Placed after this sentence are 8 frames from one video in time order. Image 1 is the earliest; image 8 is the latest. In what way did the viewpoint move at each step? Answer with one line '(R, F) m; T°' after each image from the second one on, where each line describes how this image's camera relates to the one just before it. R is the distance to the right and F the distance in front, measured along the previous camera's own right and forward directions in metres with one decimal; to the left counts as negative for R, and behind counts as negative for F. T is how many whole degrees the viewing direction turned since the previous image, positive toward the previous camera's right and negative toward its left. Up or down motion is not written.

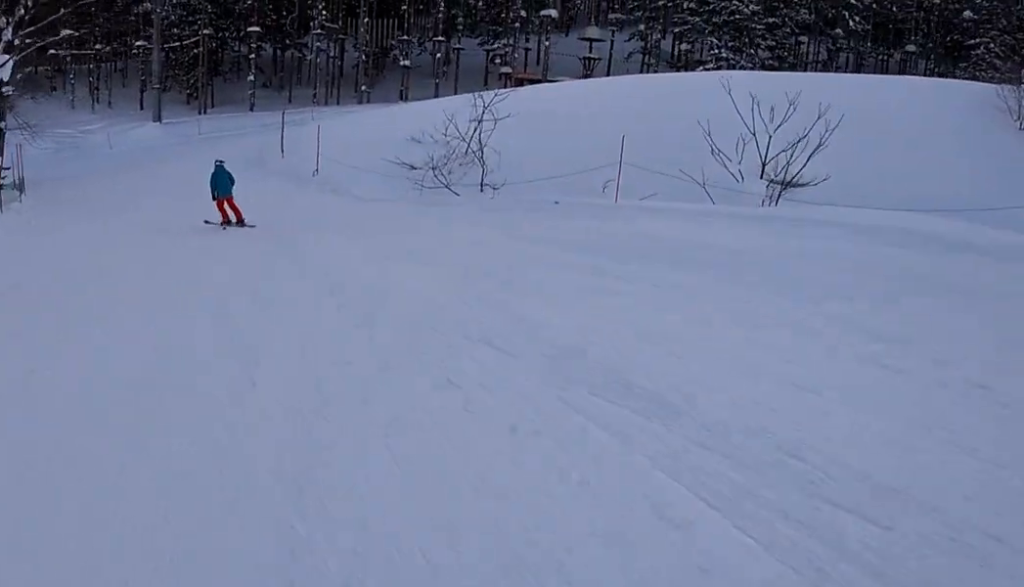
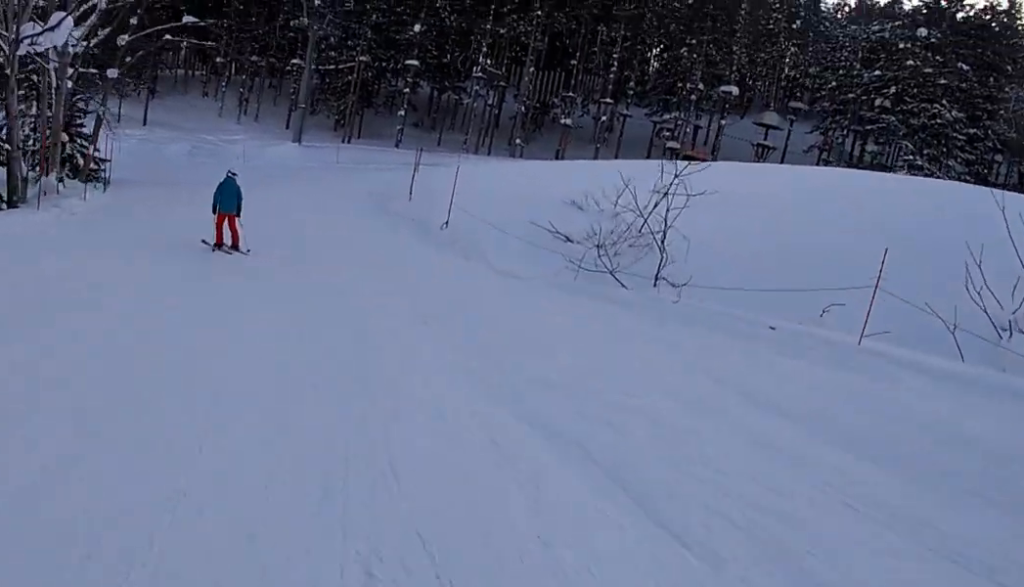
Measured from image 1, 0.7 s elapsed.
(-0.3, +5.3) m; -5°
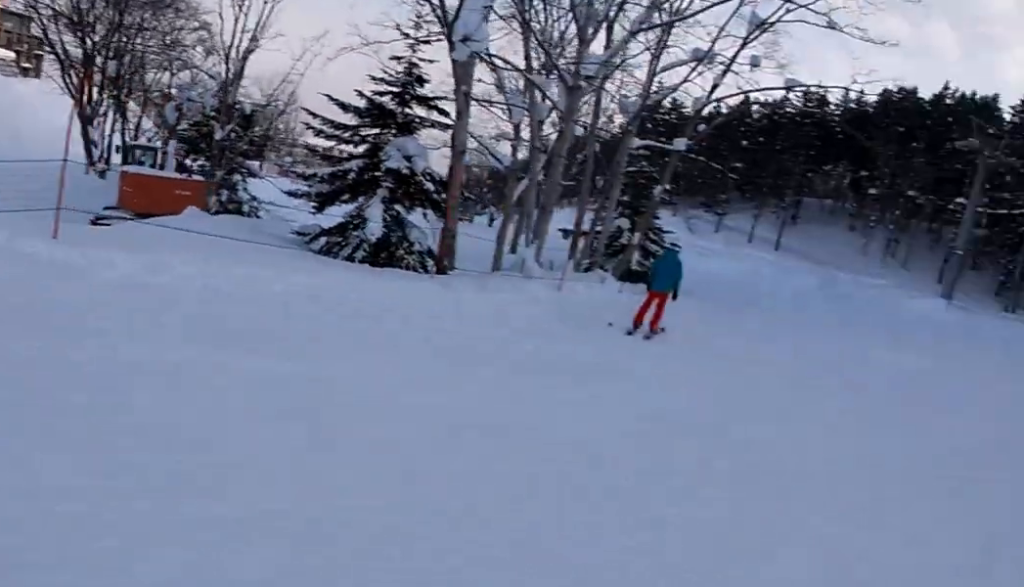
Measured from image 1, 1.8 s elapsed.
(-0.3, +8.0) m; -13°
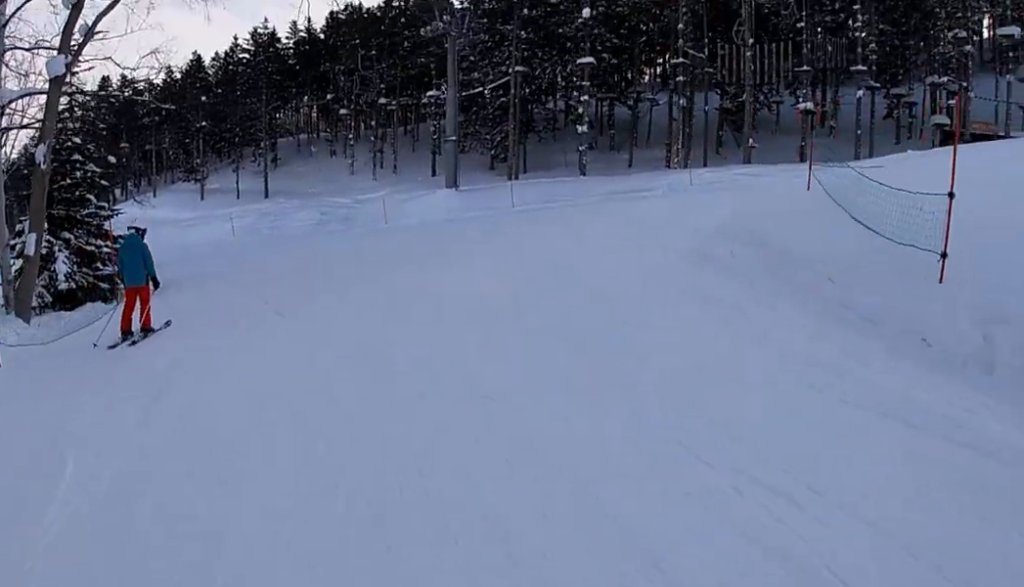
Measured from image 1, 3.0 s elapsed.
(-1.7, +8.3) m; -13°
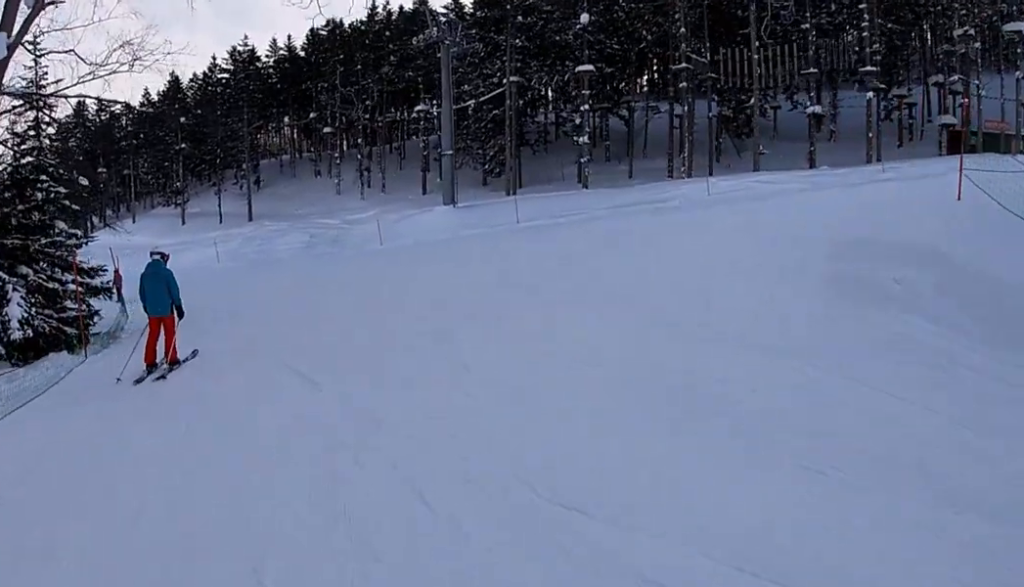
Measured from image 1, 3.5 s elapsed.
(0.0, +3.2) m; -1°
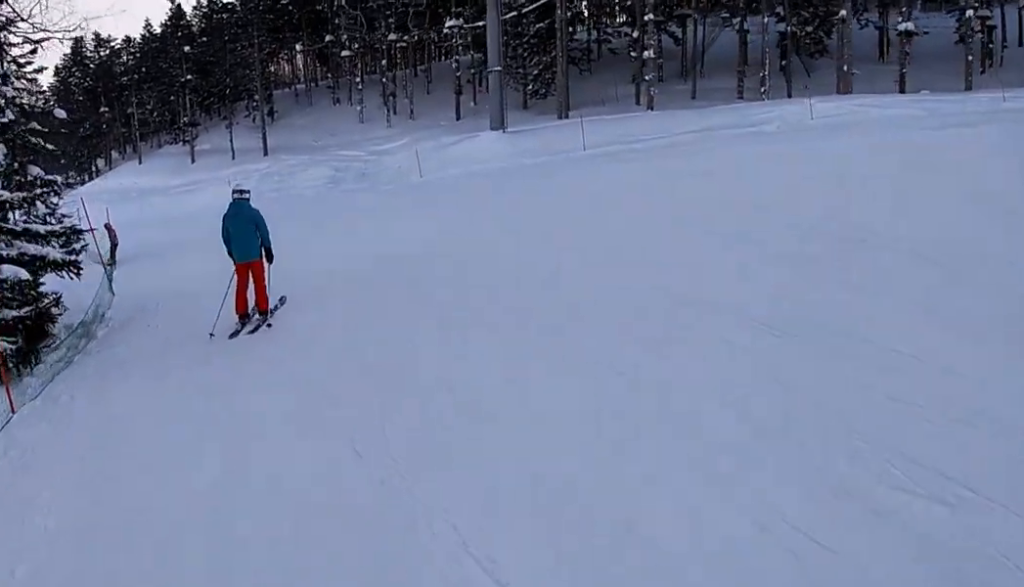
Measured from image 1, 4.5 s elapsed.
(0.0, +5.7) m; -5°
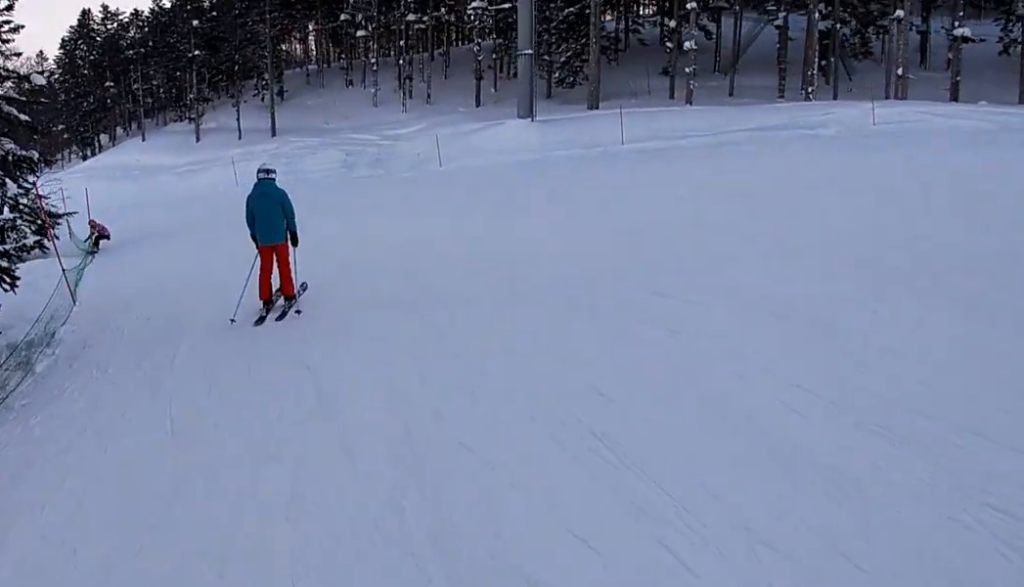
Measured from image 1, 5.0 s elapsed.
(-0.3, +2.9) m; 0°
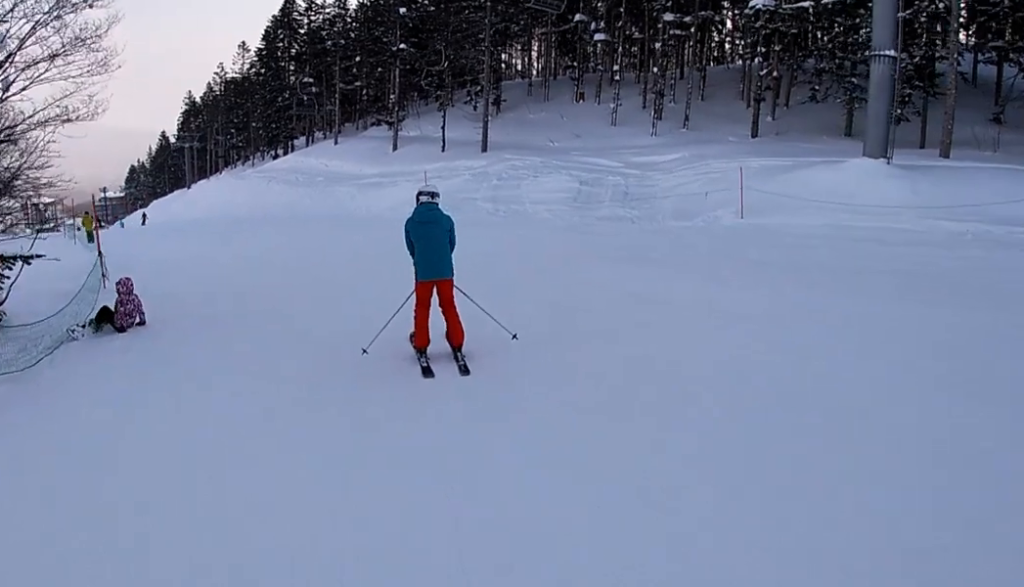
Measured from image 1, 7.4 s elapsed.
(+2.6, +12.8) m; +9°
